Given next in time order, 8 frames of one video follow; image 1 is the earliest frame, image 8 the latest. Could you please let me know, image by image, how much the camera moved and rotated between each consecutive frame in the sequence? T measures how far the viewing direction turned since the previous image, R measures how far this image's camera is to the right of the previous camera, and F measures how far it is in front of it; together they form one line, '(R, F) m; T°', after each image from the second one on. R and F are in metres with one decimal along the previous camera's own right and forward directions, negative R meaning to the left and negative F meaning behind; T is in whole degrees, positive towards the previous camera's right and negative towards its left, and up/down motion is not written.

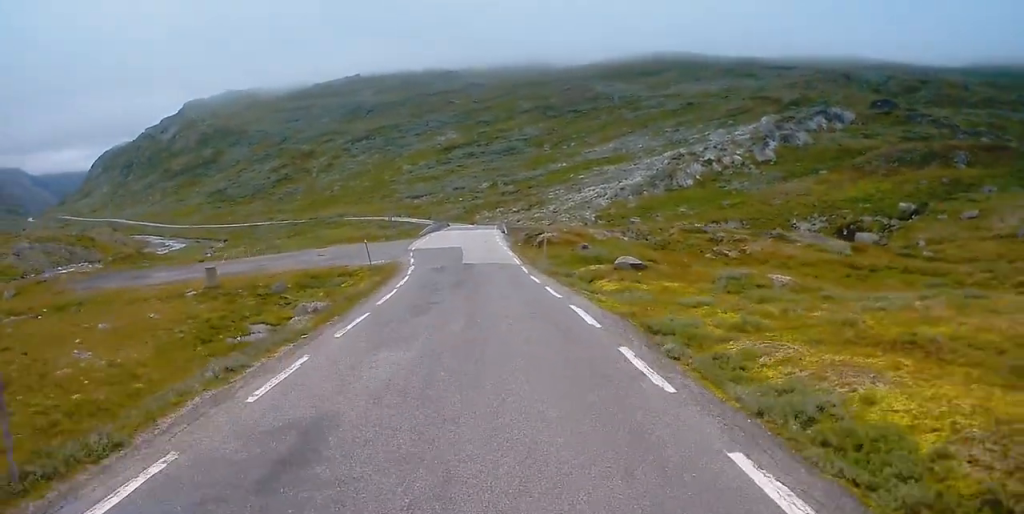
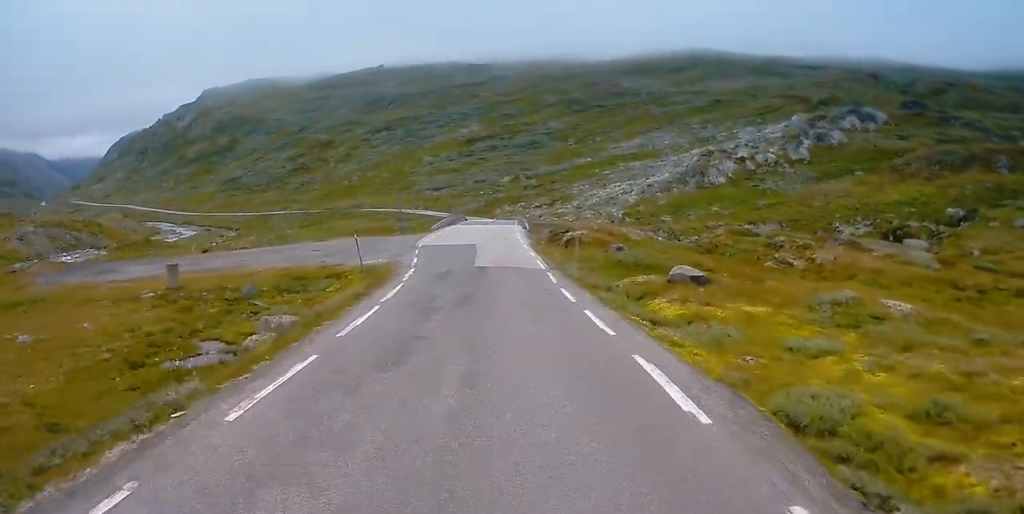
(0.0, +7.4) m; 0°
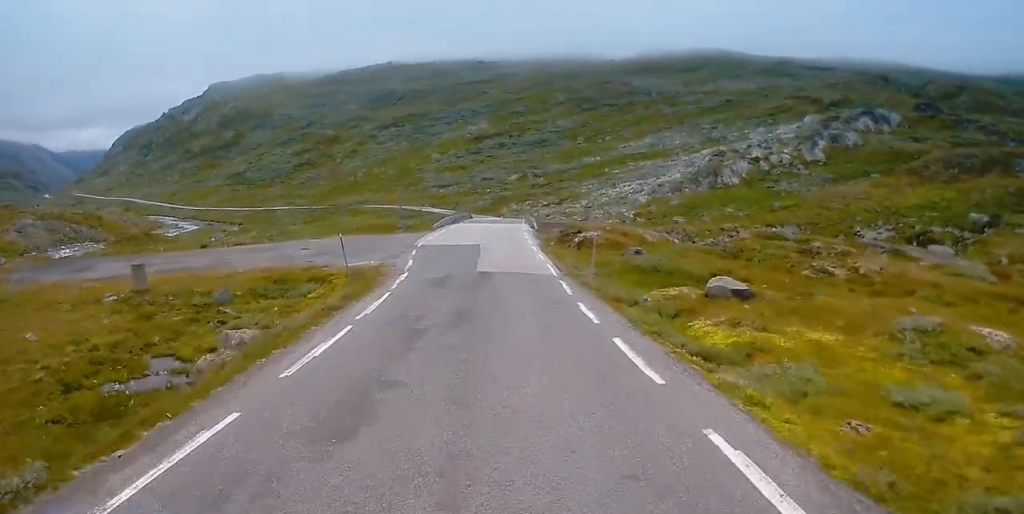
(0.0, +4.1) m; 0°
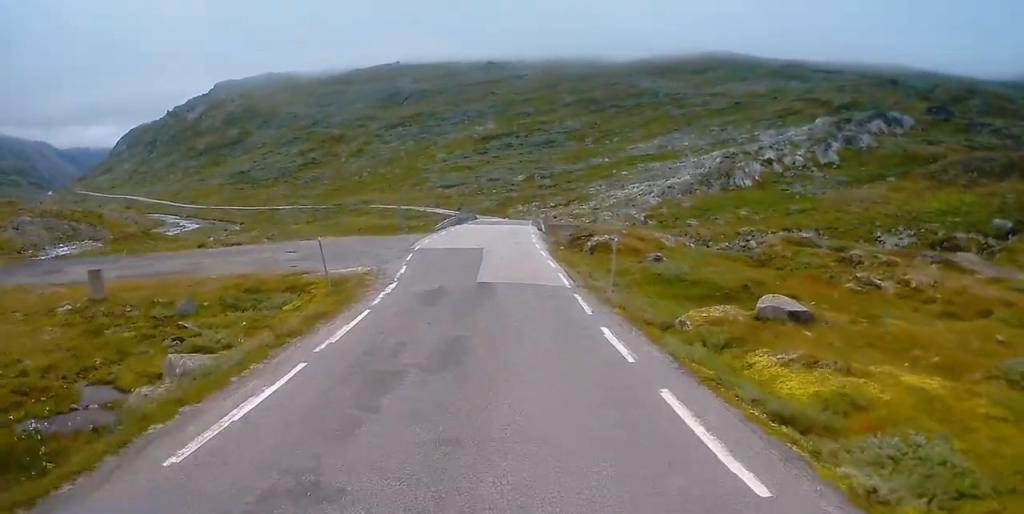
(0.0, +4.0) m; 0°
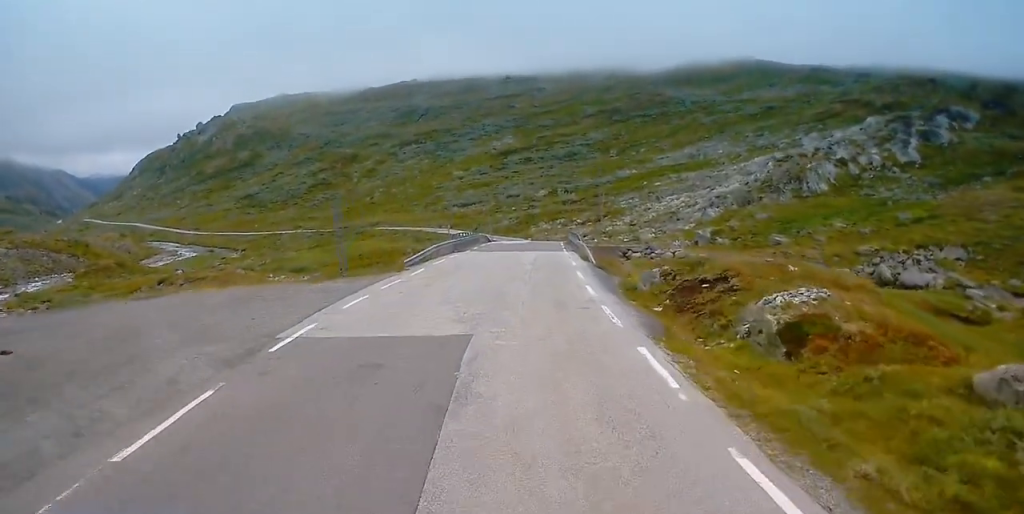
(-0.2, +26.2) m; -1°
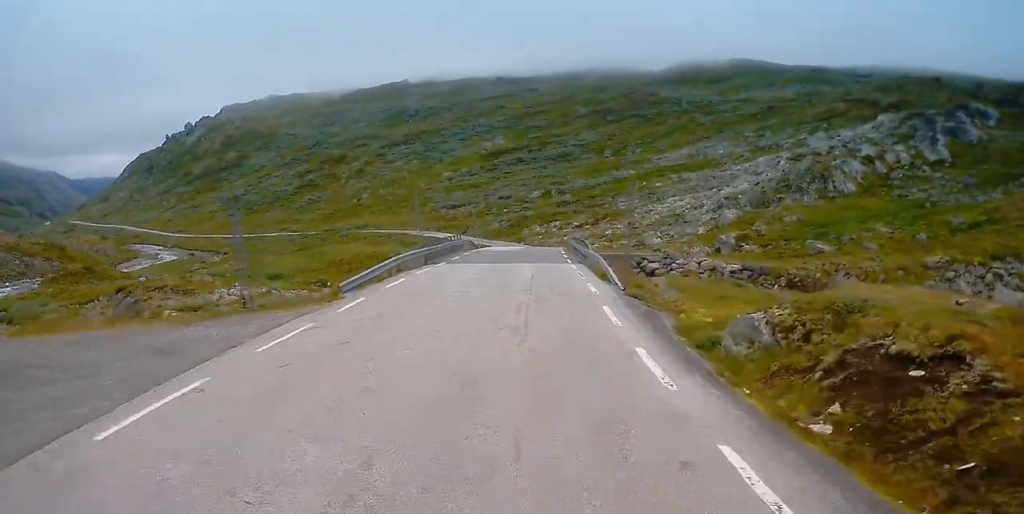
(0.0, +11.5) m; +2°
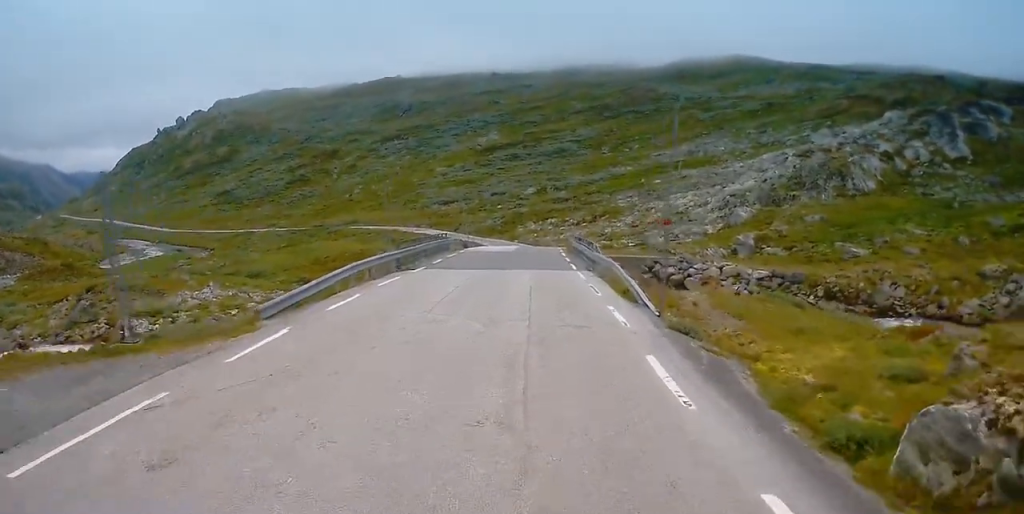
(+0.2, +7.1) m; 0°
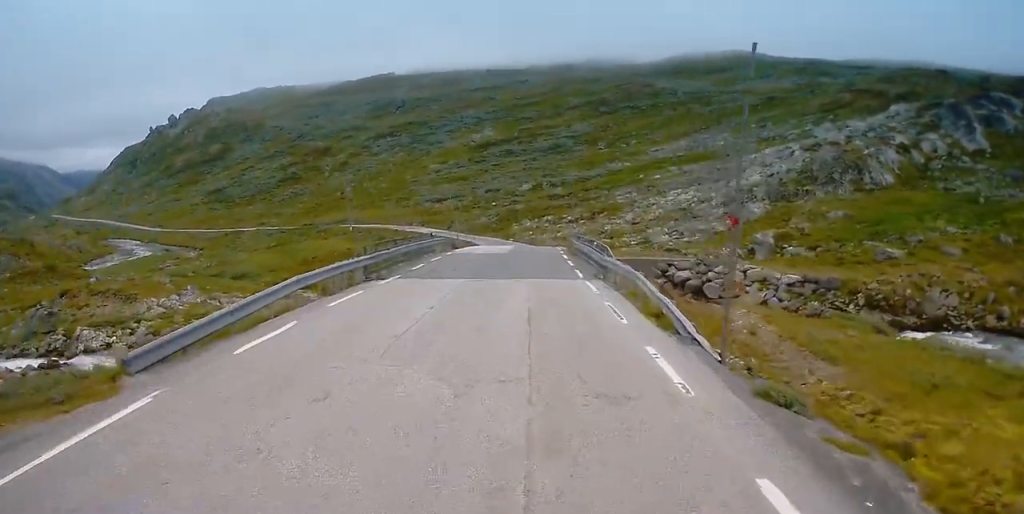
(+0.1, +5.8) m; 0°
